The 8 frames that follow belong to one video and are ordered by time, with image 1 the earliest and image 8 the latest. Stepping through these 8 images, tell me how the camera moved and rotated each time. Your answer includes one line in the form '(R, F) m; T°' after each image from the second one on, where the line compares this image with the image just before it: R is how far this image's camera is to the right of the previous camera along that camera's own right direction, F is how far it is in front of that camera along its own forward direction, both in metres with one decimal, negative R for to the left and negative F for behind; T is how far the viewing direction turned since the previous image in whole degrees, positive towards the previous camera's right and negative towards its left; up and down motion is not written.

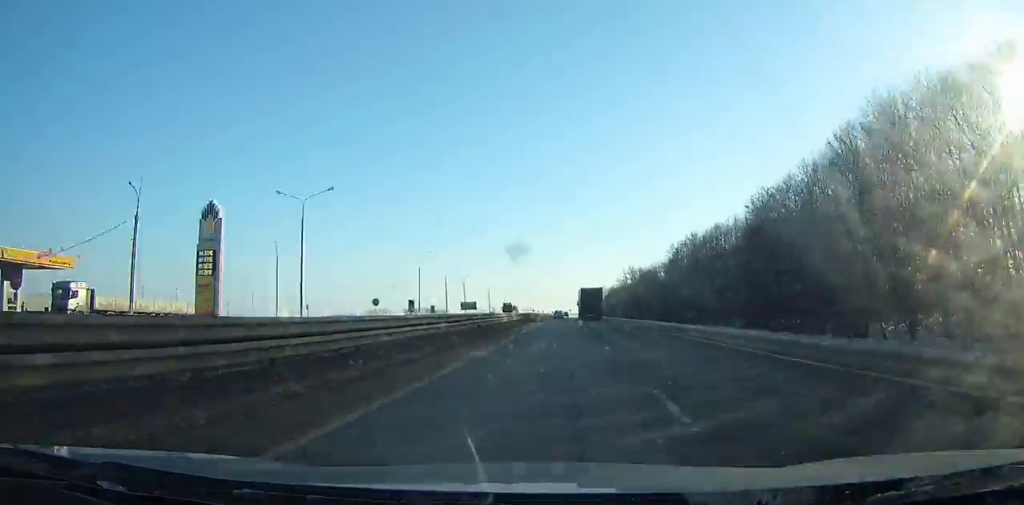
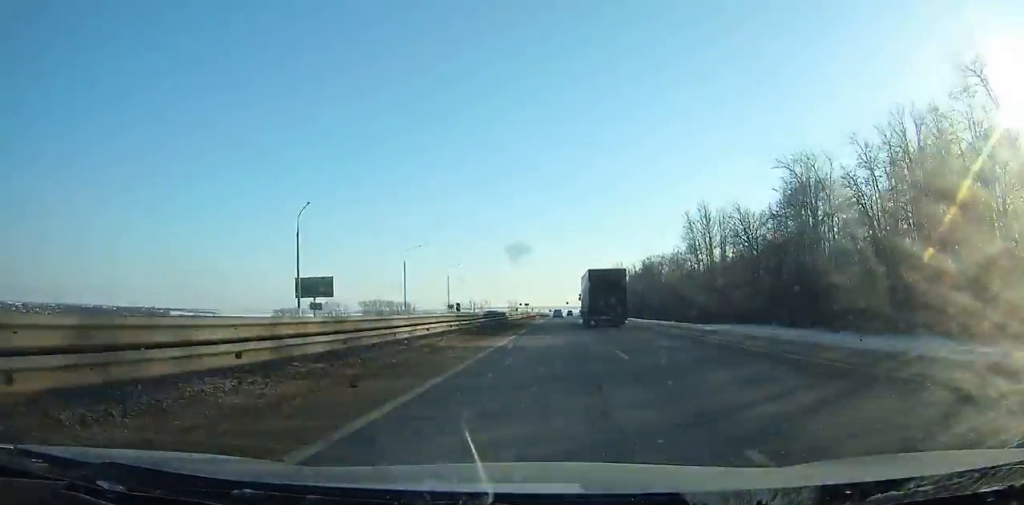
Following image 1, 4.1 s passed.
(+1.0, +138.4) m; 0°
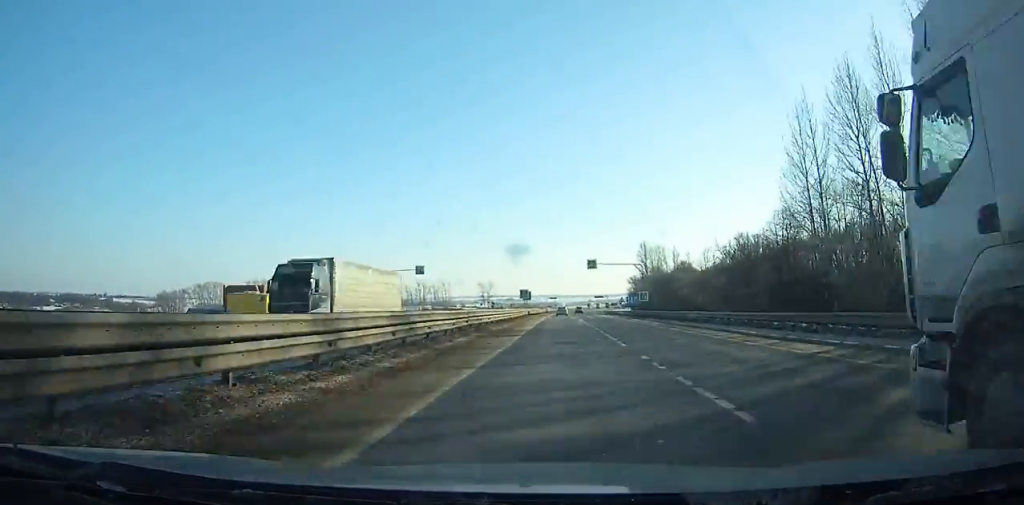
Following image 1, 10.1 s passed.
(-0.6, +203.5) m; 0°
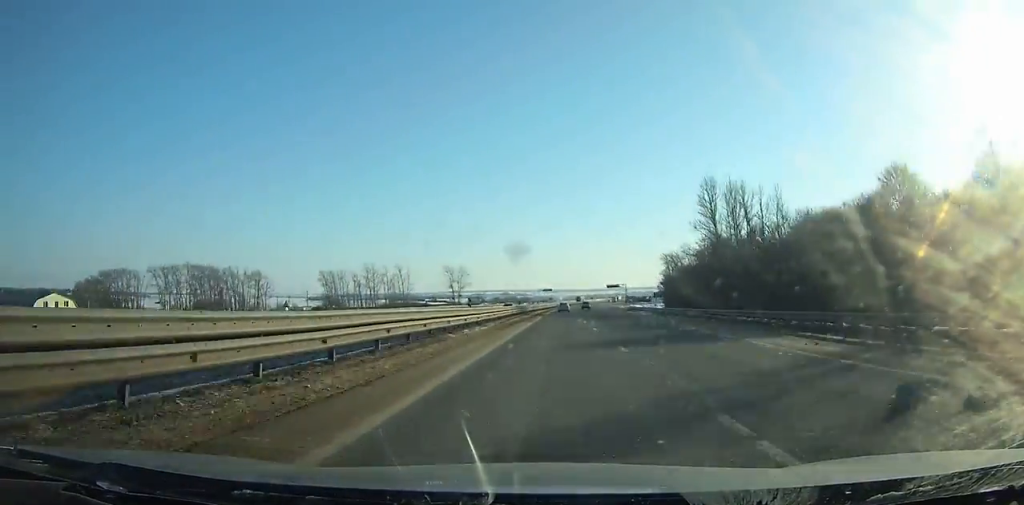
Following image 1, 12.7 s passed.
(+0.4, +87.0) m; +1°
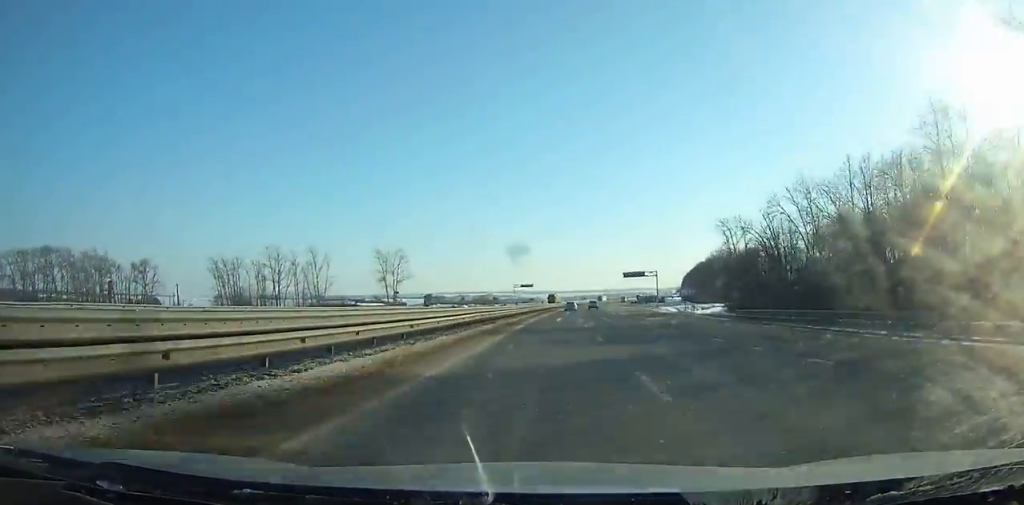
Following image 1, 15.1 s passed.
(+0.4, +79.2) m; +2°
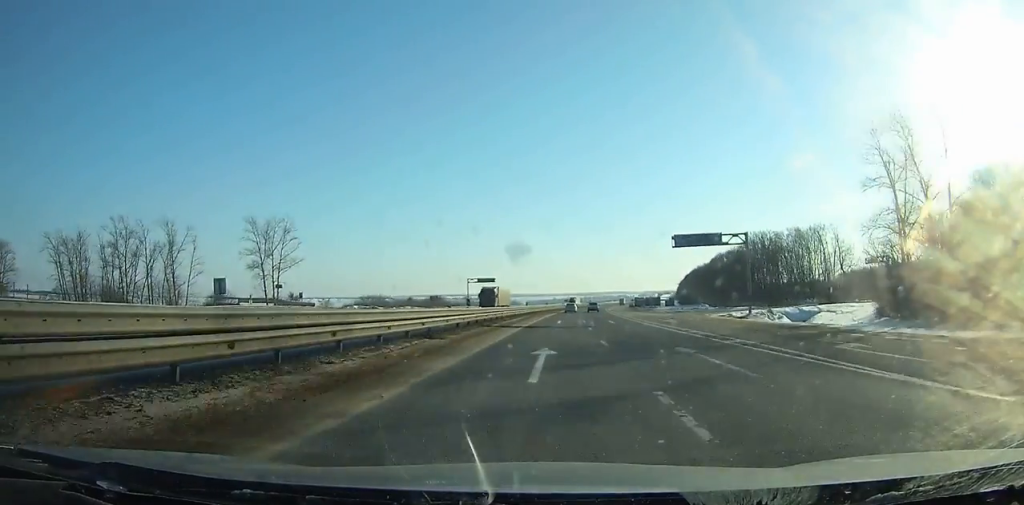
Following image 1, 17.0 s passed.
(+1.5, +61.5) m; +2°
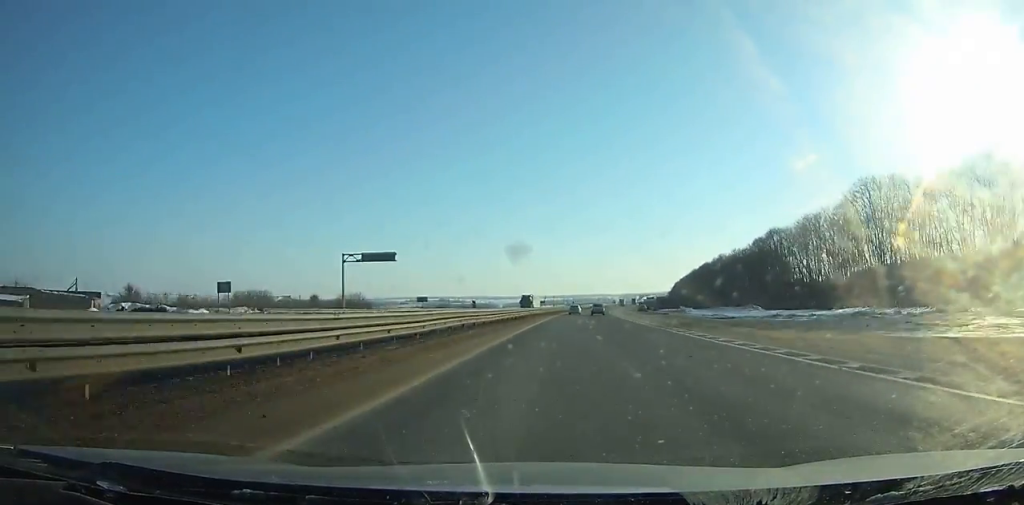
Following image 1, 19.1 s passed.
(+1.3, +67.4) m; +2°
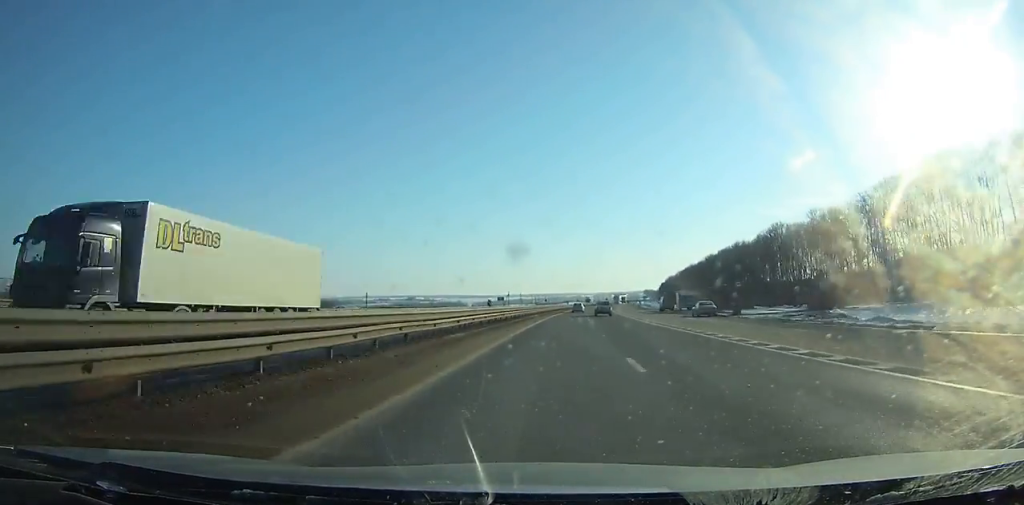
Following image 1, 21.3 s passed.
(+0.9, +70.3) m; +3°
